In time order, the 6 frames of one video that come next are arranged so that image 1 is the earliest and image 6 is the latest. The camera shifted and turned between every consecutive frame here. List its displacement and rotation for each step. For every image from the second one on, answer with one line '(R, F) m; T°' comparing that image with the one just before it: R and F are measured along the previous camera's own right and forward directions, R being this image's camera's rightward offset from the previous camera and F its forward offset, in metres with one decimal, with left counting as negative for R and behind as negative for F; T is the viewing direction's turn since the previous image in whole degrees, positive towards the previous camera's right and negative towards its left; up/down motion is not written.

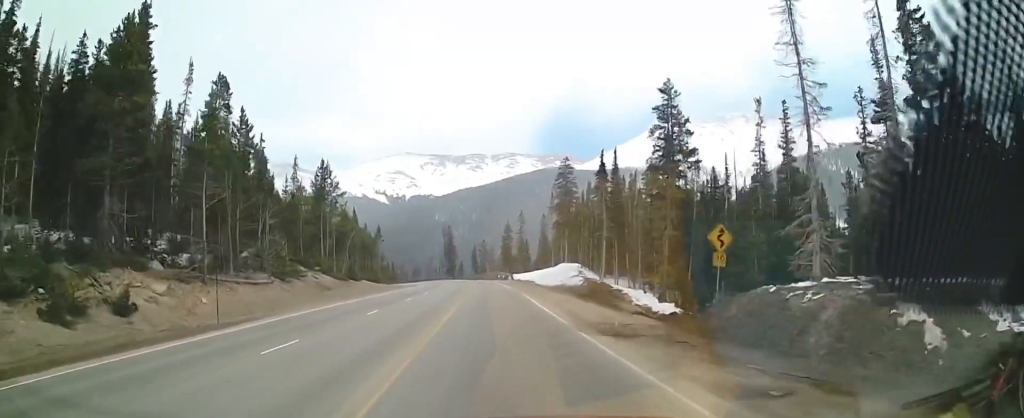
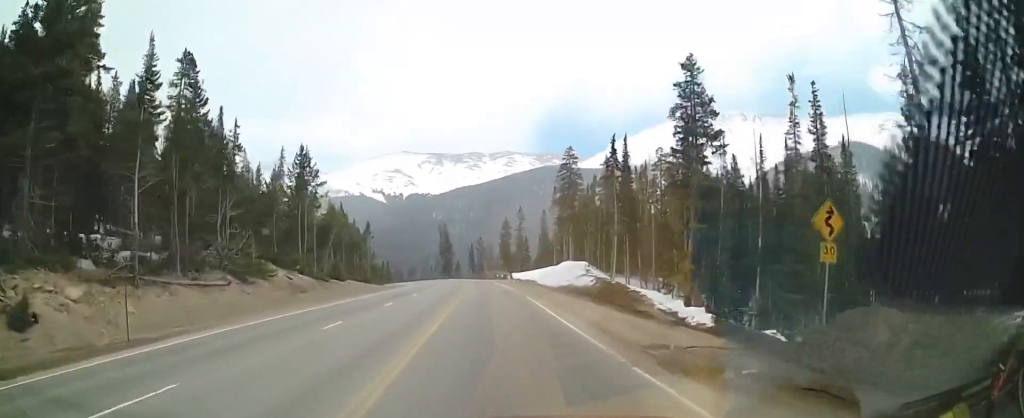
(+0.1, +7.1) m; -1°
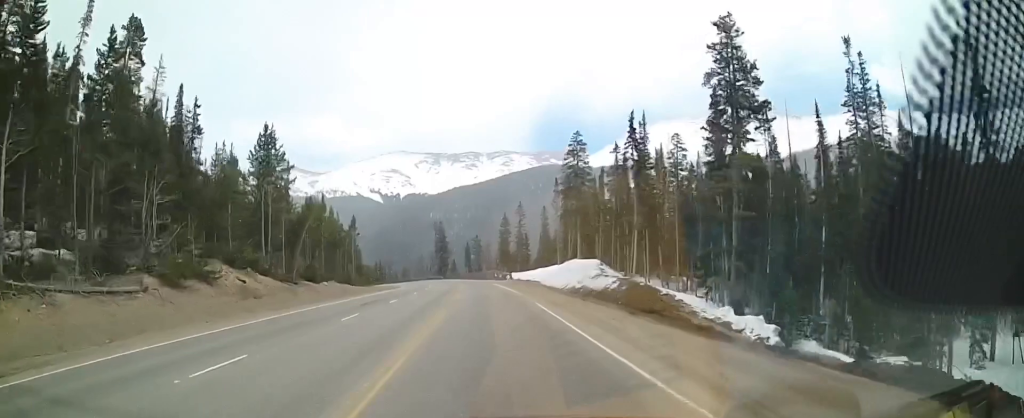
(0.0, +9.2) m; -2°
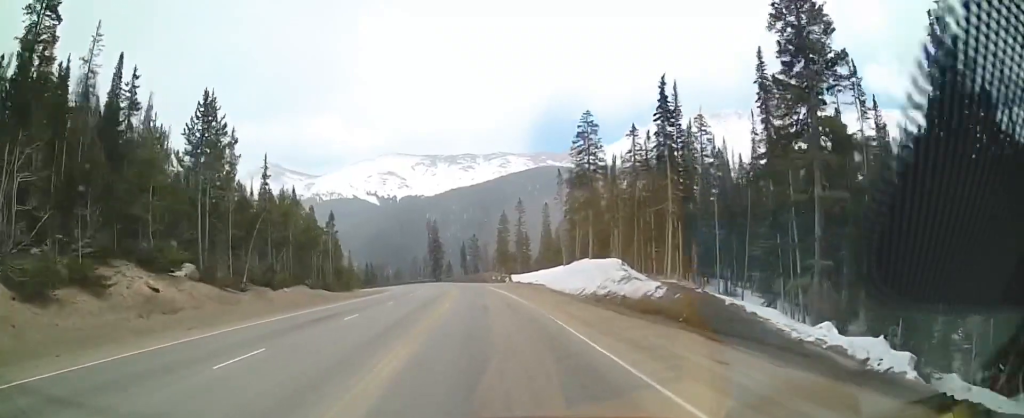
(-0.4, +11.1) m; -2°
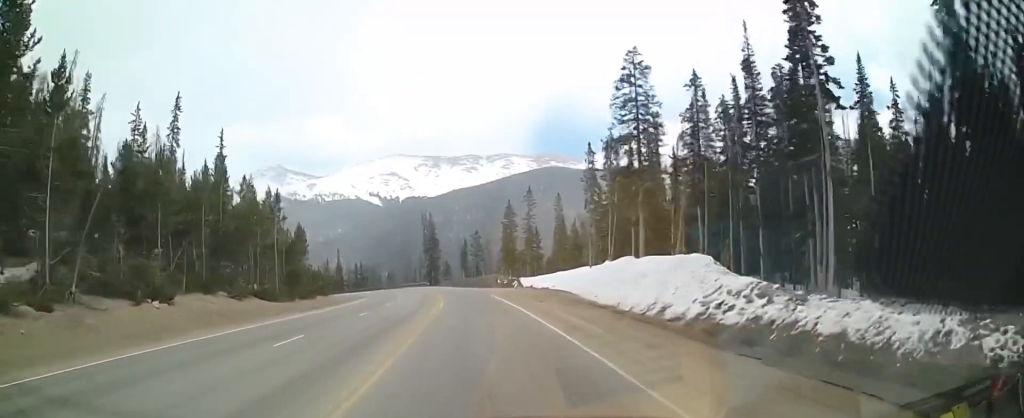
(-0.1, +20.3) m; +1°
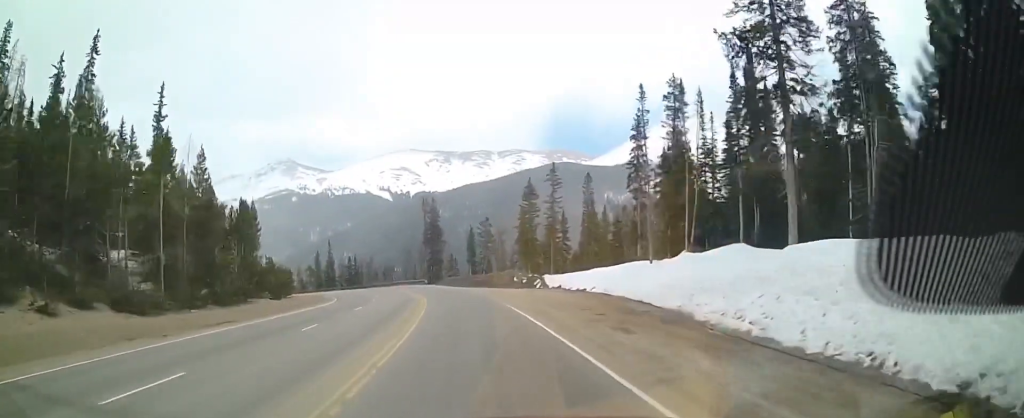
(+0.1, +21.1) m; -2°
